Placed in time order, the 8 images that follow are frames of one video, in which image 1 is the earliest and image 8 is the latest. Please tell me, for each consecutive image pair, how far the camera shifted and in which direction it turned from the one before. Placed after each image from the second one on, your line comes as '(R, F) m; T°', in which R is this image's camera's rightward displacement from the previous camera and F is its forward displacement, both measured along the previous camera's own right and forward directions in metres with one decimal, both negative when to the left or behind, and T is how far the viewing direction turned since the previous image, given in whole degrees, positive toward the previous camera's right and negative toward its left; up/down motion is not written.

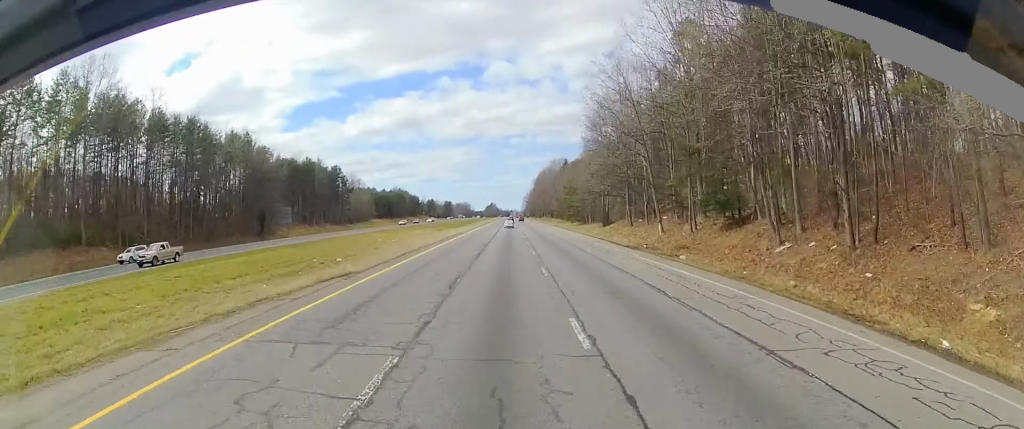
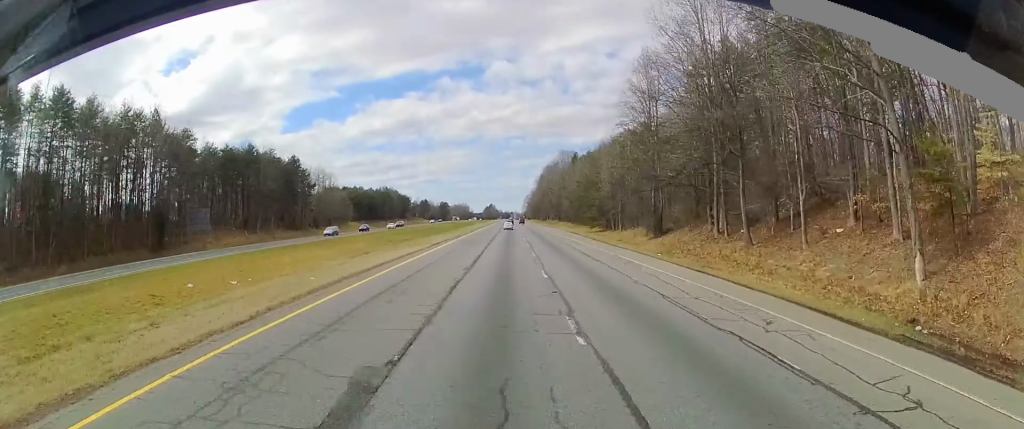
(-0.3, +36.1) m; -1°
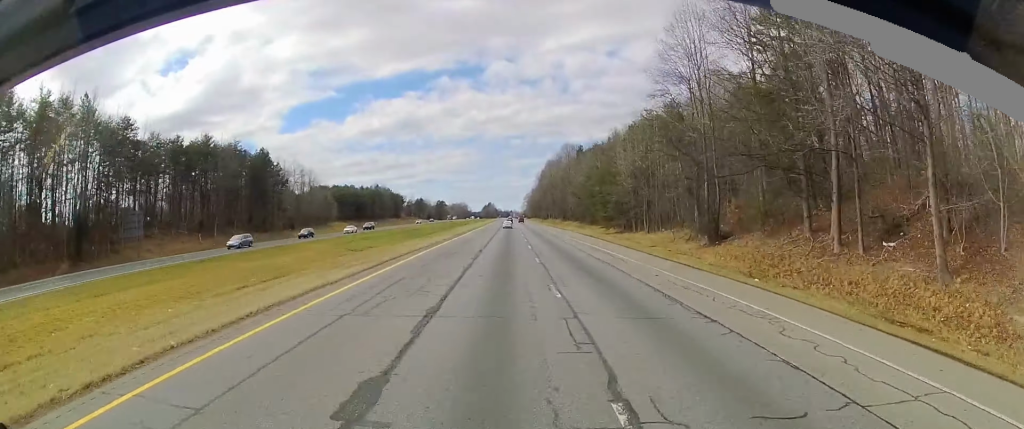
(0.0, +18.6) m; 0°
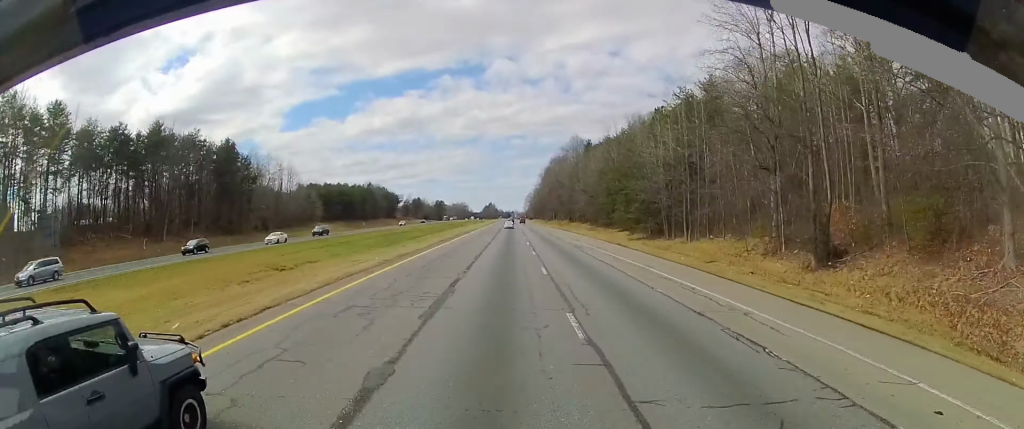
(0.0, +17.6) m; 0°
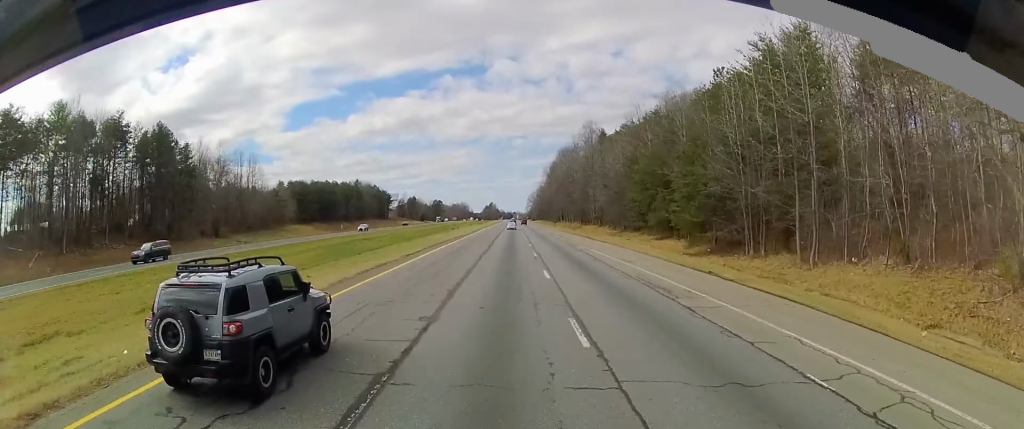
(0.0, +24.9) m; 0°
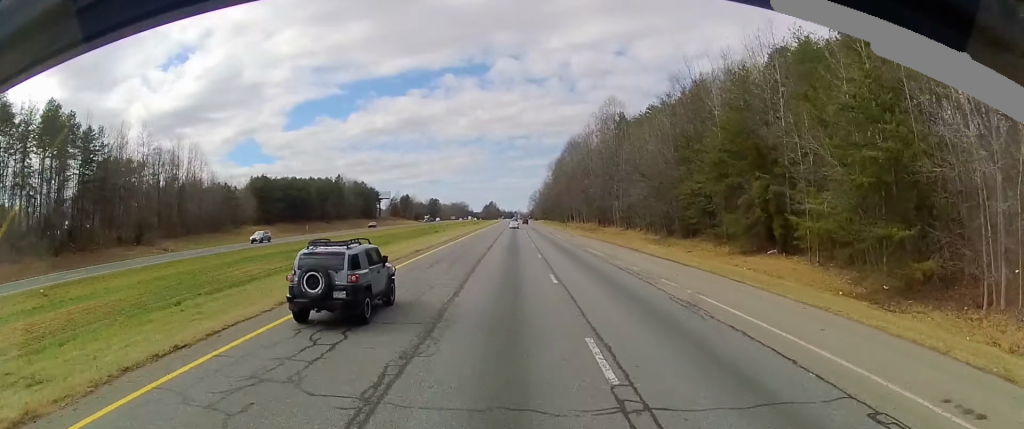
(0.0, +26.9) m; 0°
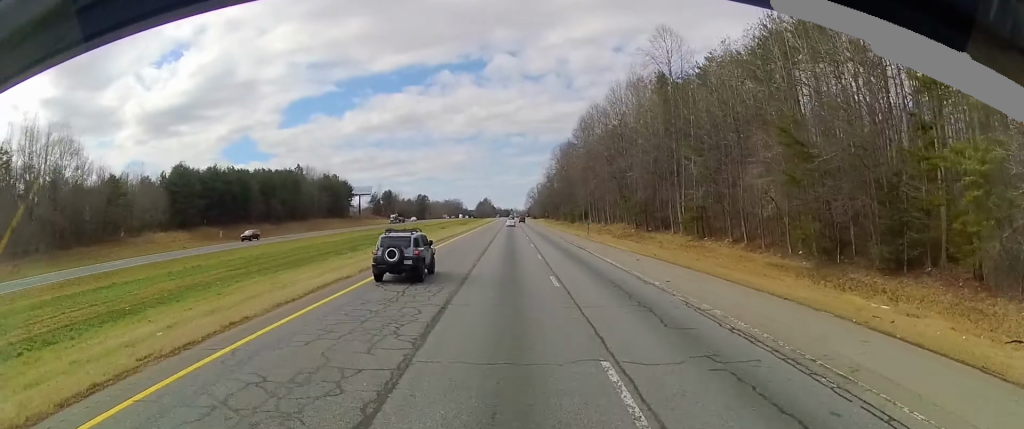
(0.0, +38.3) m; 0°
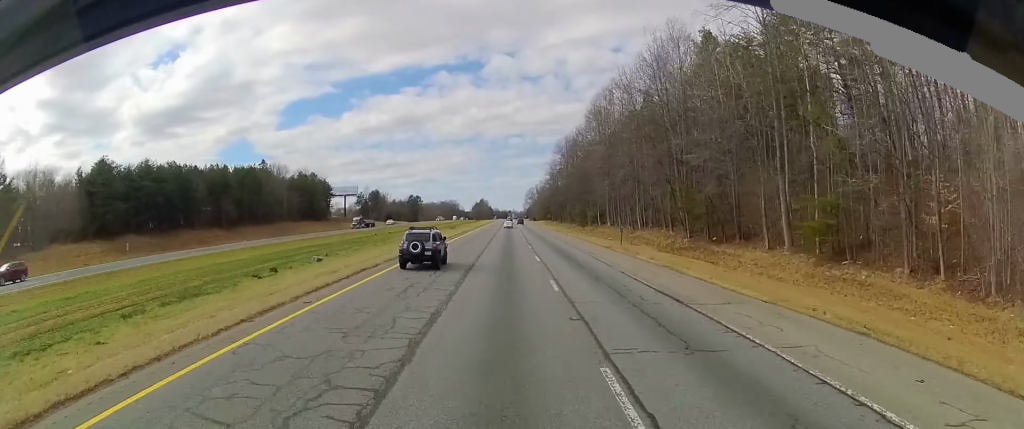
(0.0, +25.9) m; 0°
